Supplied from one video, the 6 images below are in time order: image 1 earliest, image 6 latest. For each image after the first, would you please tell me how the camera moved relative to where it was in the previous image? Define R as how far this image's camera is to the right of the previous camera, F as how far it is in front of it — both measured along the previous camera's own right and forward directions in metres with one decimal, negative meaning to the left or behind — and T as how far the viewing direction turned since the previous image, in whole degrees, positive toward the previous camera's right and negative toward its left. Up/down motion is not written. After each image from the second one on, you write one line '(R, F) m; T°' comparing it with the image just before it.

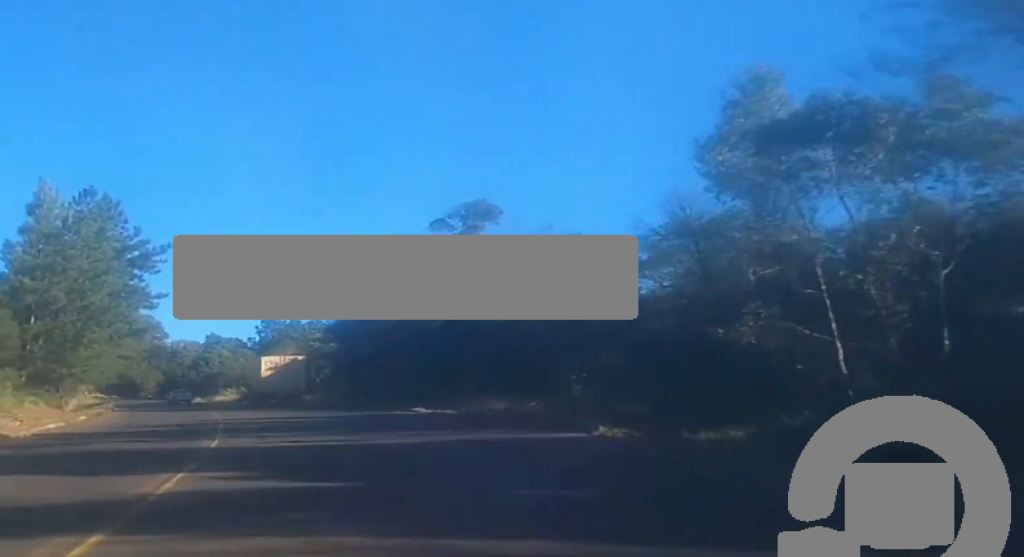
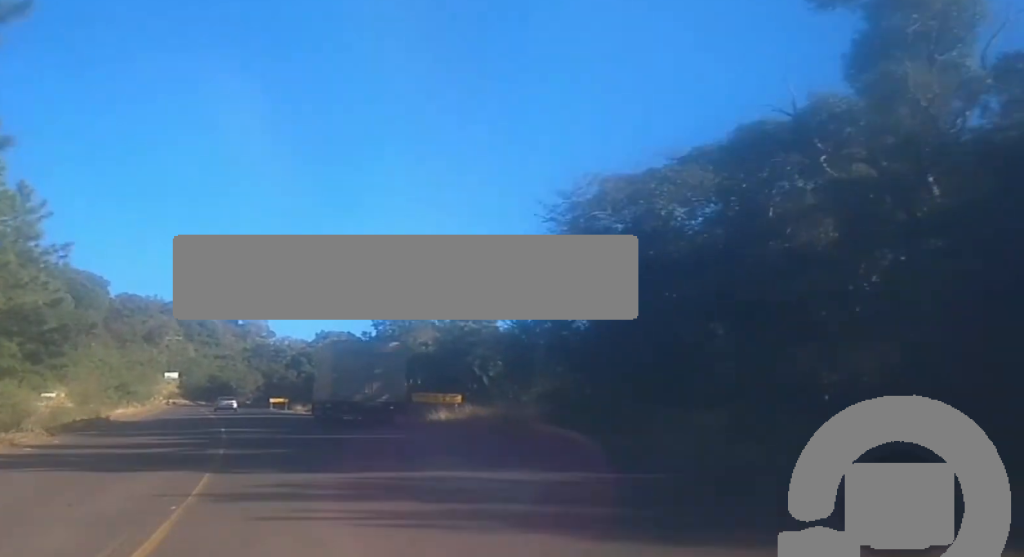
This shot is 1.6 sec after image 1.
(-2.5, +43.8) m; -6°
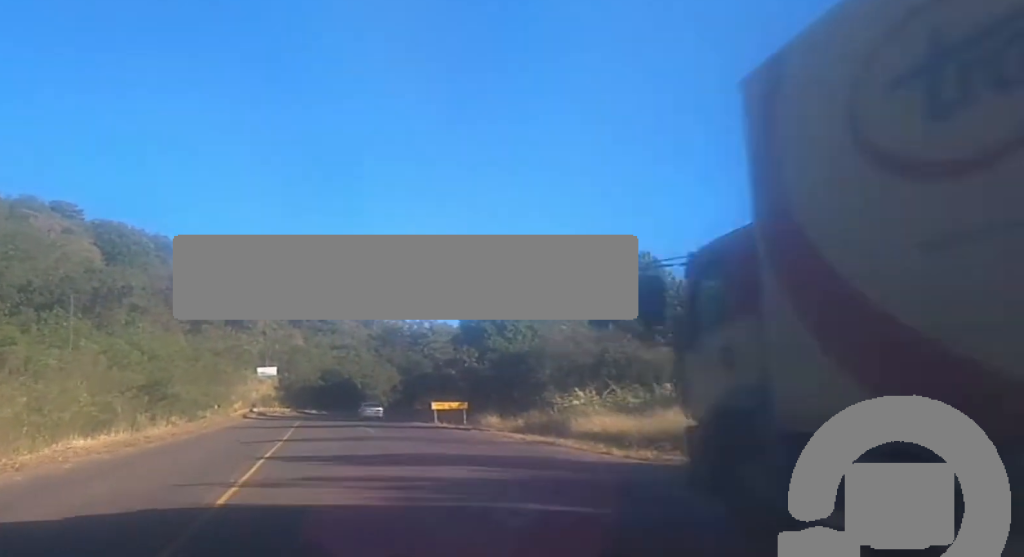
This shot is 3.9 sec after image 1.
(-4.2, +62.7) m; -7°
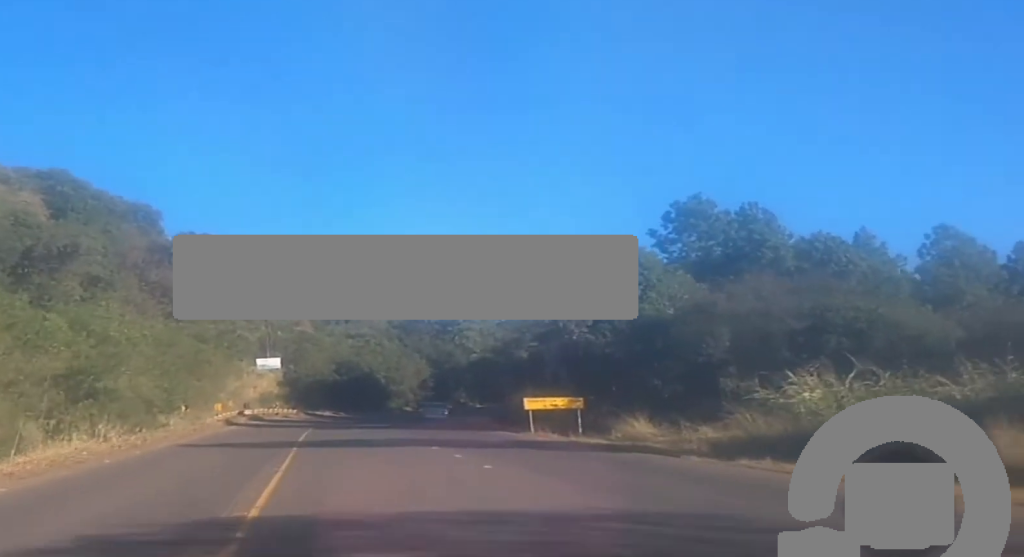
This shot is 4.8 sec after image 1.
(-0.4, +25.8) m; -1°
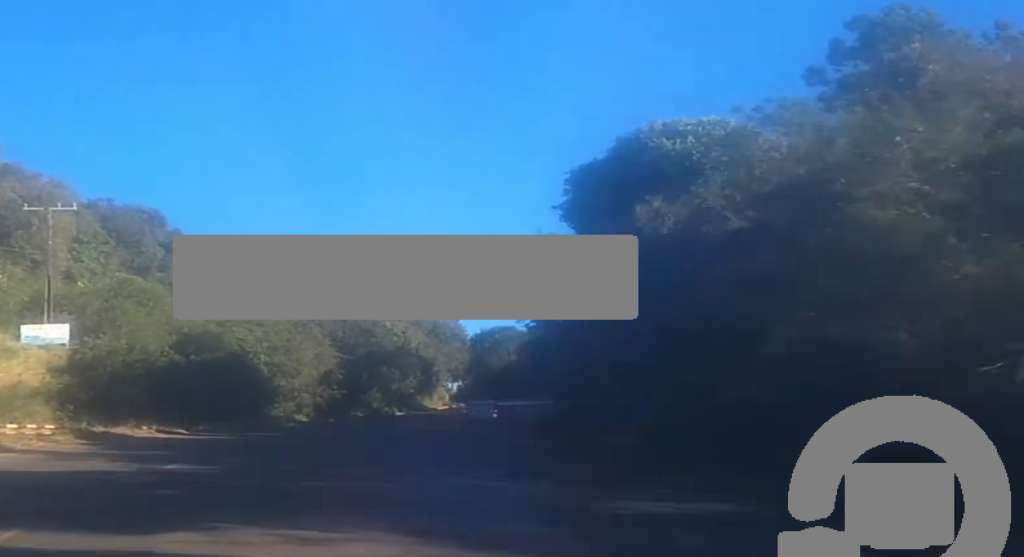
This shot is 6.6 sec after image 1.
(+0.7, +48.9) m; +4°
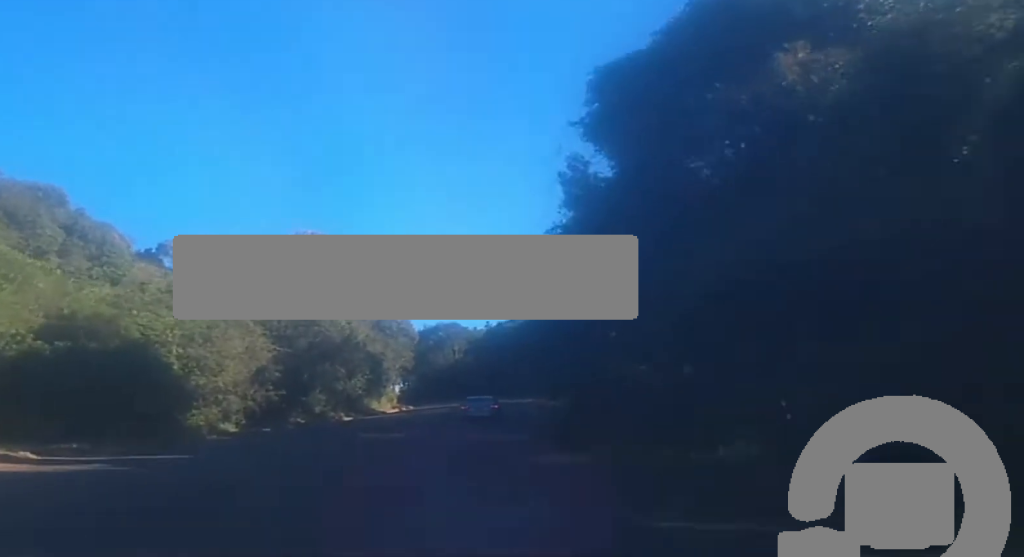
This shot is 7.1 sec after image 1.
(+0.2, +14.2) m; +3°
